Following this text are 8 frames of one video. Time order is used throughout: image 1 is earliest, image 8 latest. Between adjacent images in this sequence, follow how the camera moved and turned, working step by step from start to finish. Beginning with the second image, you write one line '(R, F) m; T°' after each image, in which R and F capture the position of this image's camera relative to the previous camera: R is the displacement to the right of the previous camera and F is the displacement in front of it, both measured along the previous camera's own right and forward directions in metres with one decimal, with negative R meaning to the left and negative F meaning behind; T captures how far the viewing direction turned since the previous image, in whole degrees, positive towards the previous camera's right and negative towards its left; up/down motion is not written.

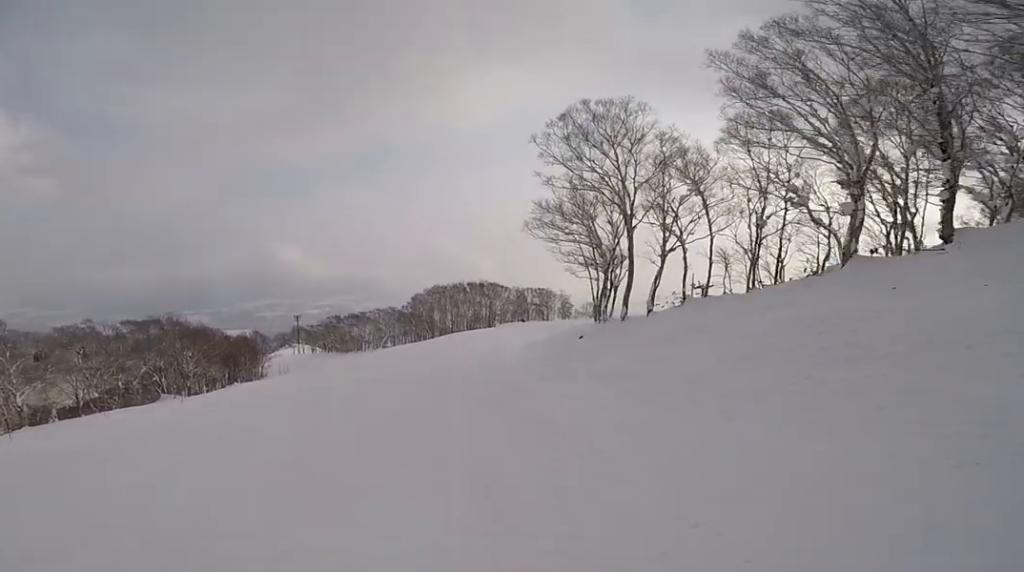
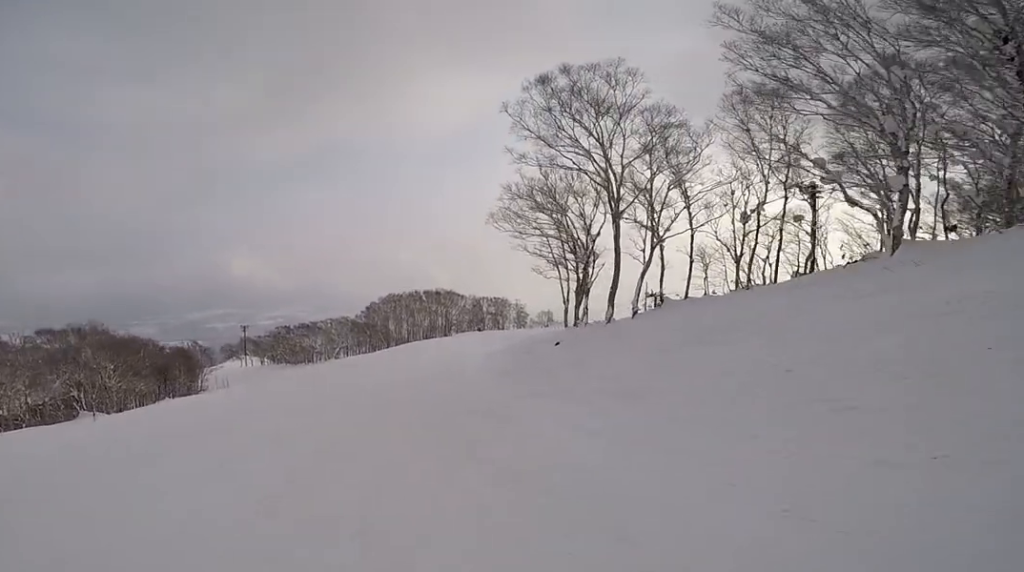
(0.0, +4.3) m; +3°
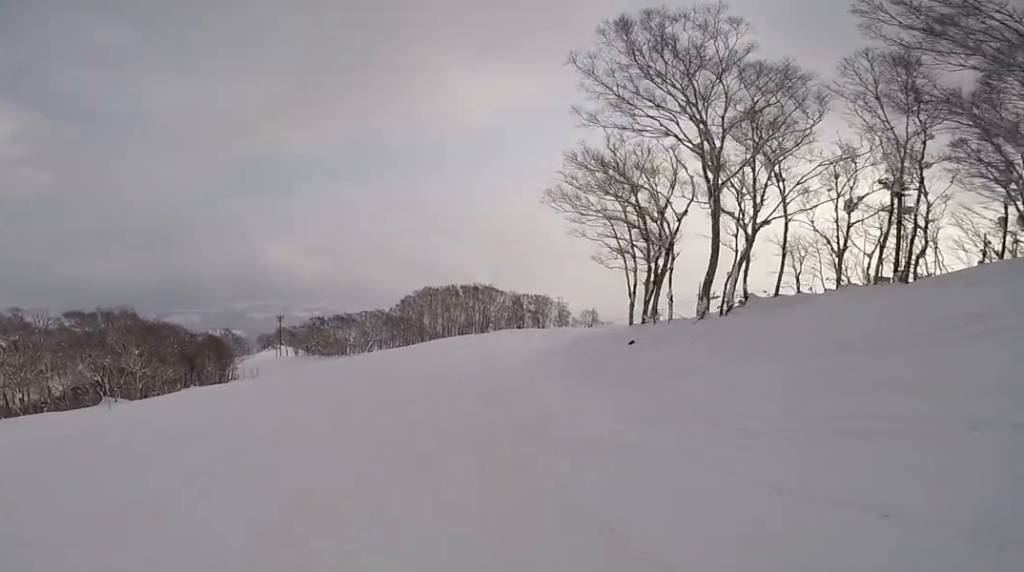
(-0.3, +3.4) m; +3°
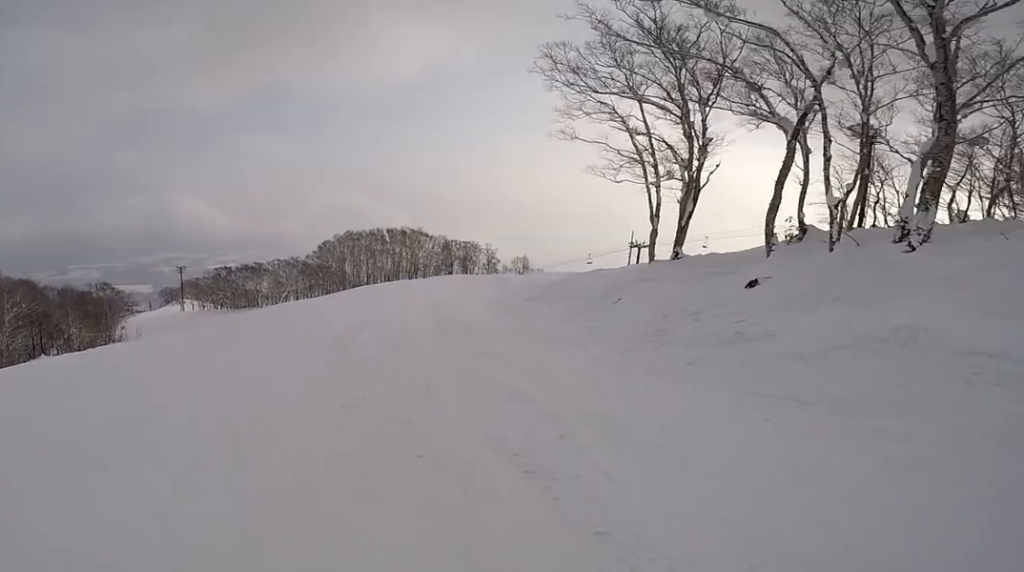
(+1.3, +9.3) m; +3°
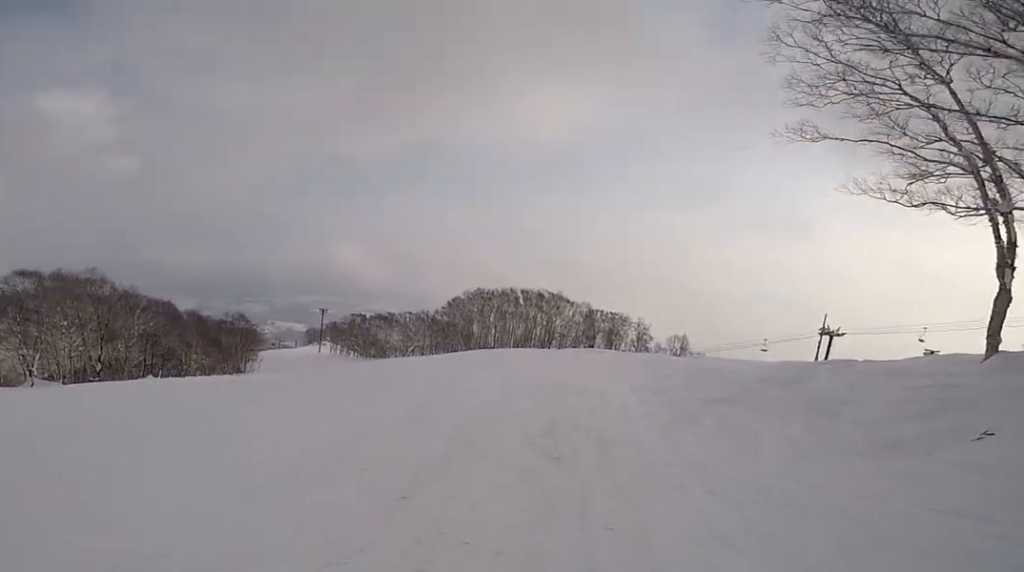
(-0.8, +6.5) m; -25°
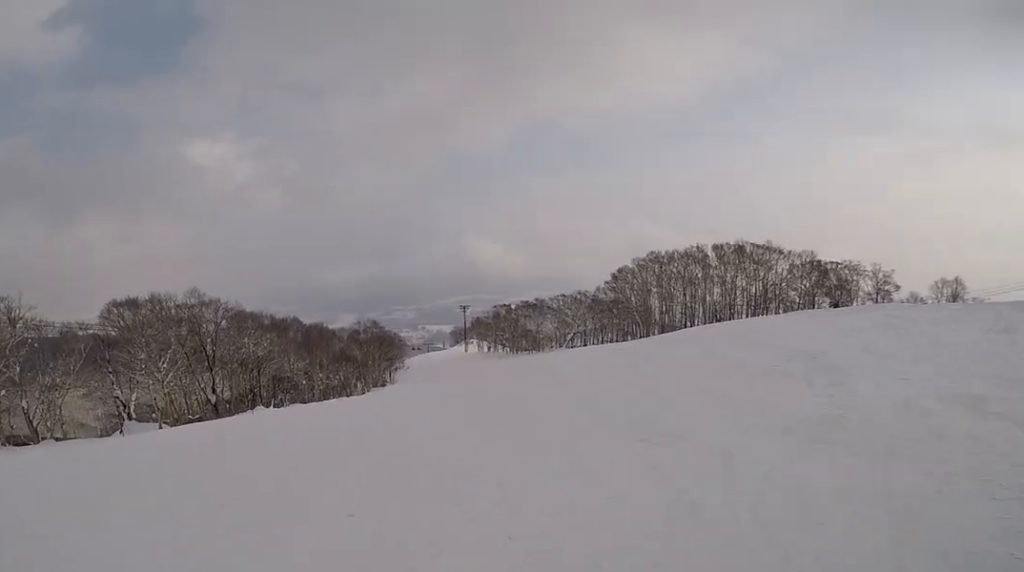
(-3.3, +13.3) m; -1°
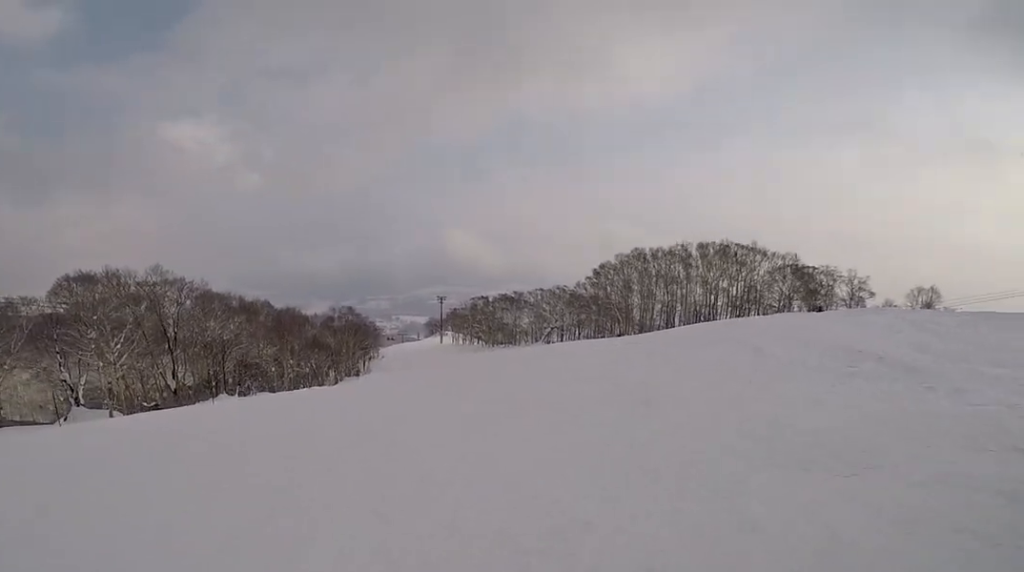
(+0.1, +2.7) m; +7°
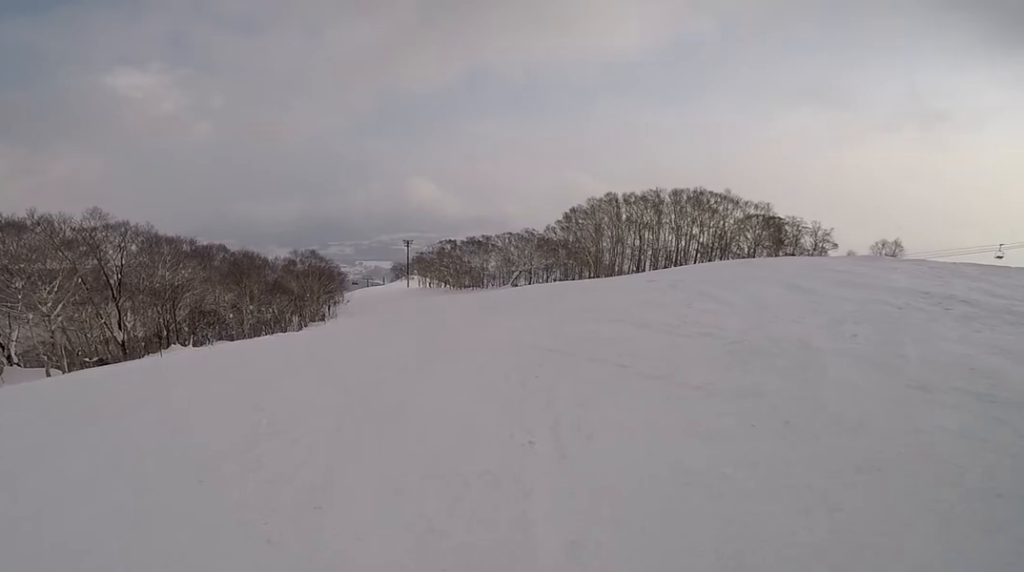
(+0.2, +2.5) m; +2°
